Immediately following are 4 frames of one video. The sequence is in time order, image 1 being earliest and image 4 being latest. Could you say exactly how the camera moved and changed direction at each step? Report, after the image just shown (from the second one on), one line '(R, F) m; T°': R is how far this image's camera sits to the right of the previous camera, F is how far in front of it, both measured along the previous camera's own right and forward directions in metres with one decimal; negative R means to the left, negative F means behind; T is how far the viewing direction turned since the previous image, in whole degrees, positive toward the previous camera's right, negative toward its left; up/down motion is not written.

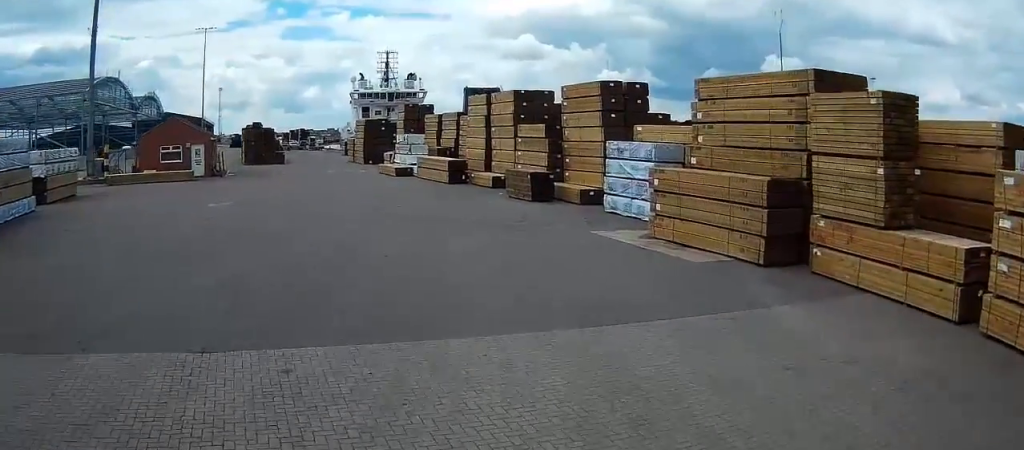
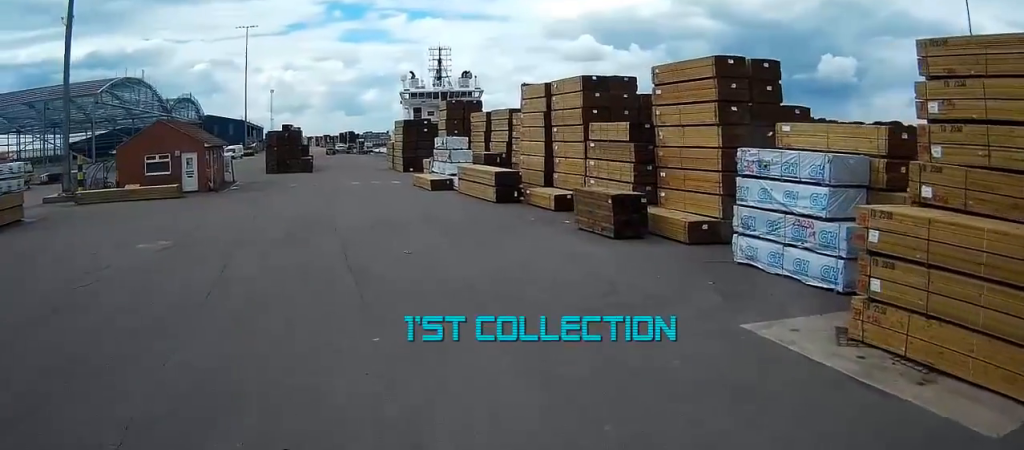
(-1.9, +9.3) m; -22°
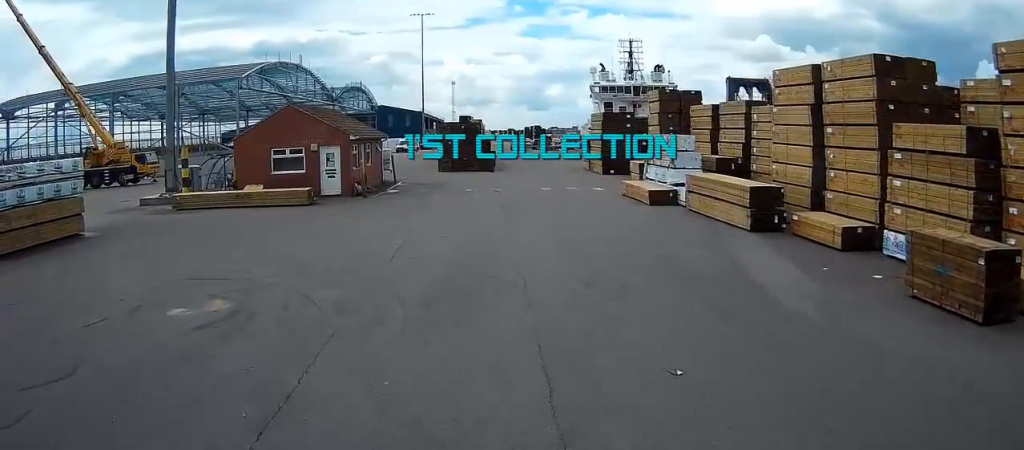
(-1.6, +8.5) m; -29°
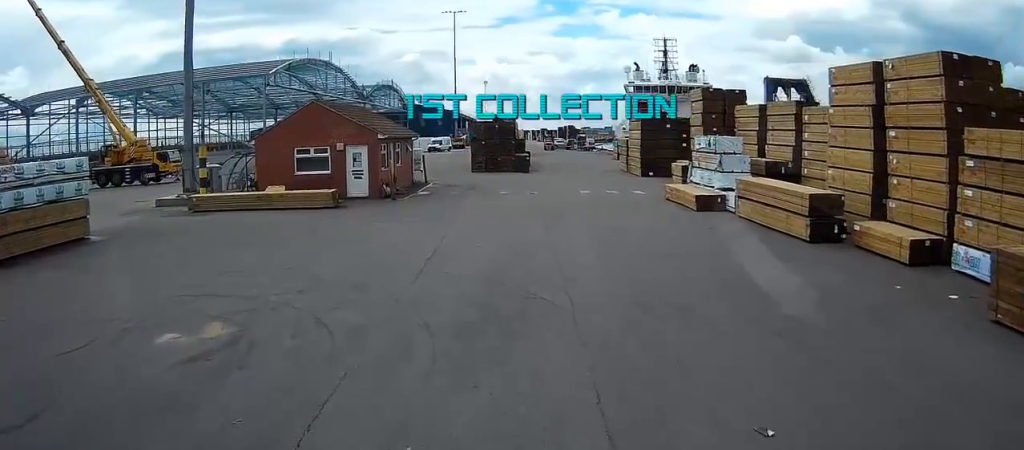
(-0.1, +1.7) m; -5°
